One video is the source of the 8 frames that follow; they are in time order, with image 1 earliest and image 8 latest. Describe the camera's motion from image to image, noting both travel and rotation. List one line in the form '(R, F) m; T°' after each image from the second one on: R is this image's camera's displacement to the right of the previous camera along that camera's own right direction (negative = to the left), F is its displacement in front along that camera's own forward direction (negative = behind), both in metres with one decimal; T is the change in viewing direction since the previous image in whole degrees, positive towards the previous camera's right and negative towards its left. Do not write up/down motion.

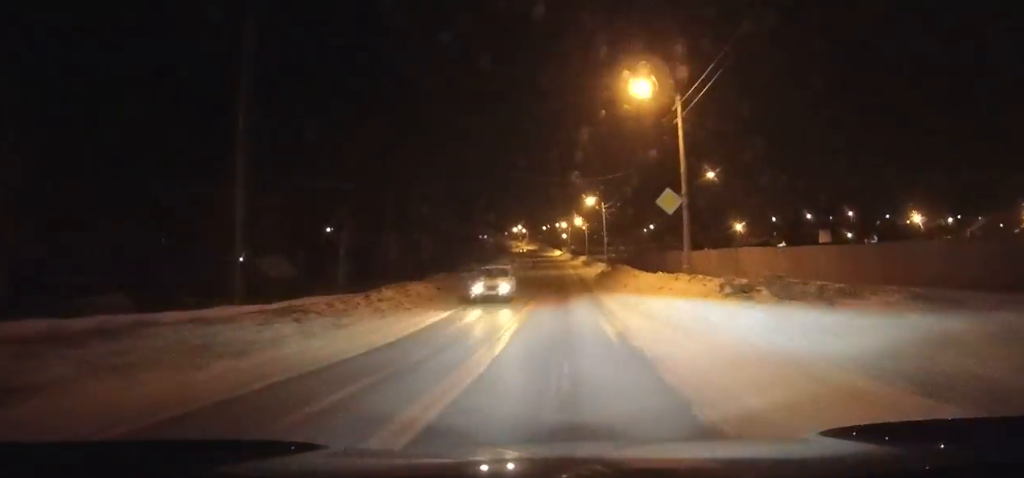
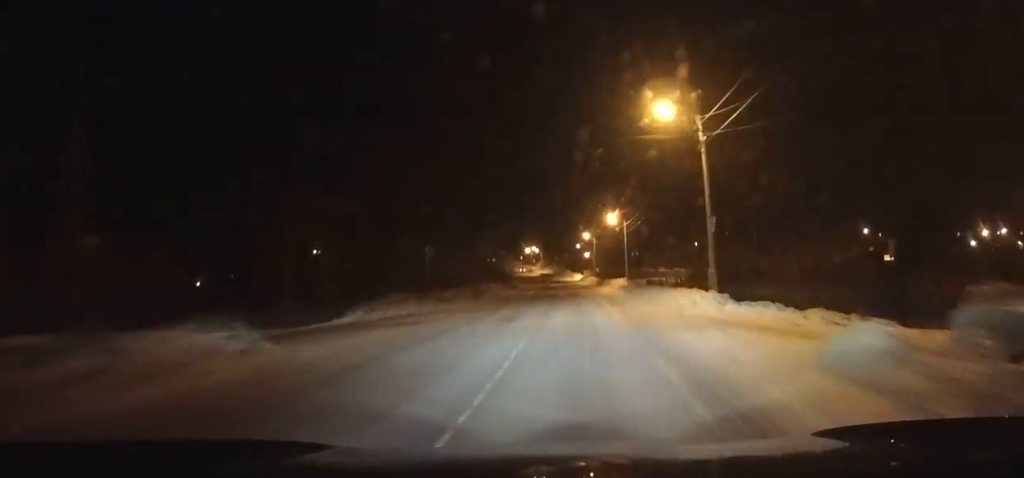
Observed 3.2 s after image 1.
(-0.6, +42.8) m; -1°
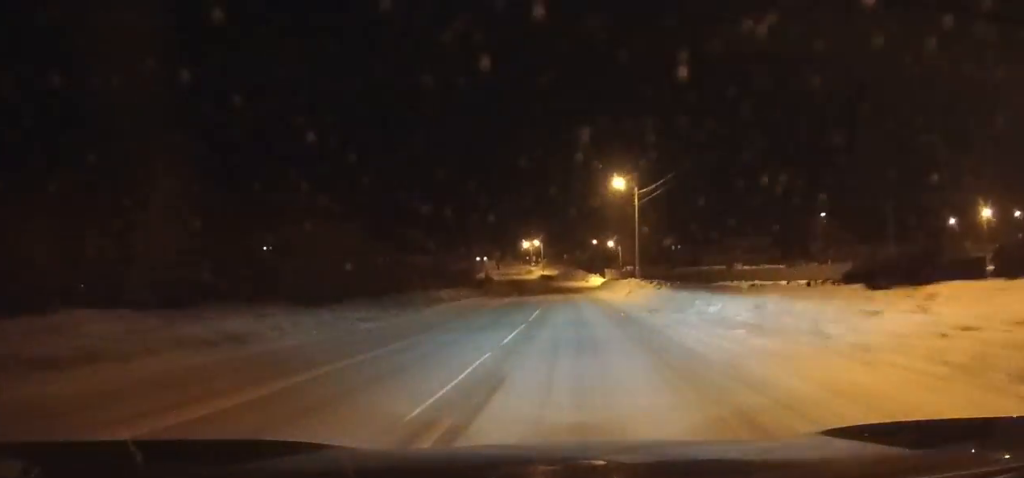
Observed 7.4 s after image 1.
(-0.8, +59.3) m; -2°
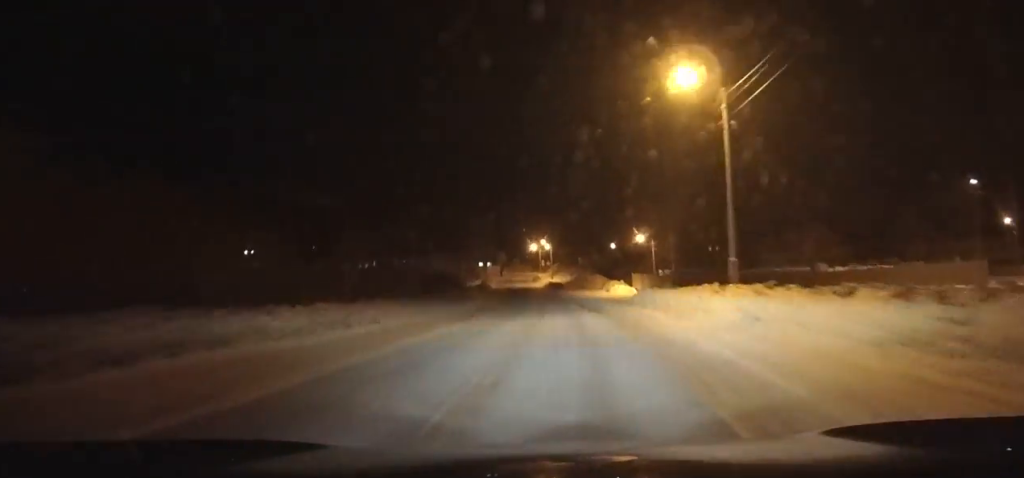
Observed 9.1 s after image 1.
(-0.4, +24.1) m; -1°
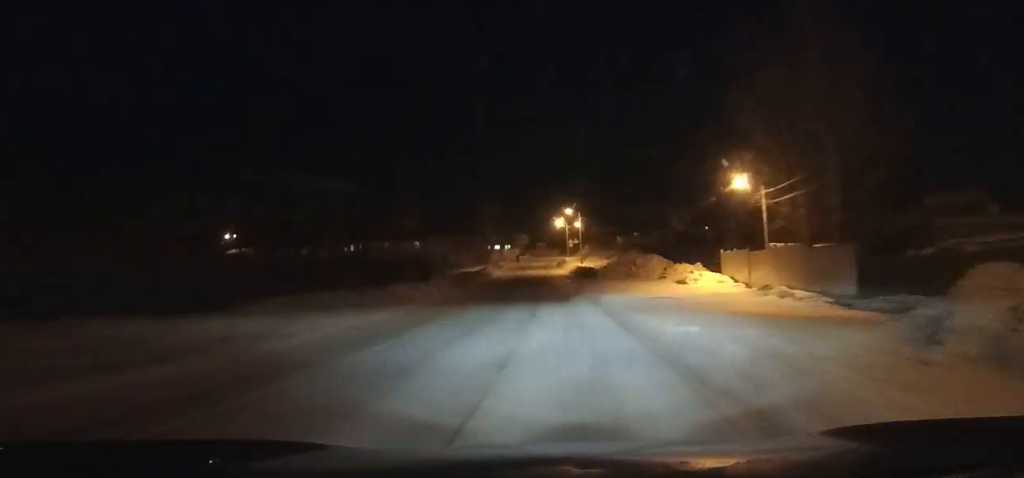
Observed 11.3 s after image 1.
(-0.4, +30.7) m; -2°
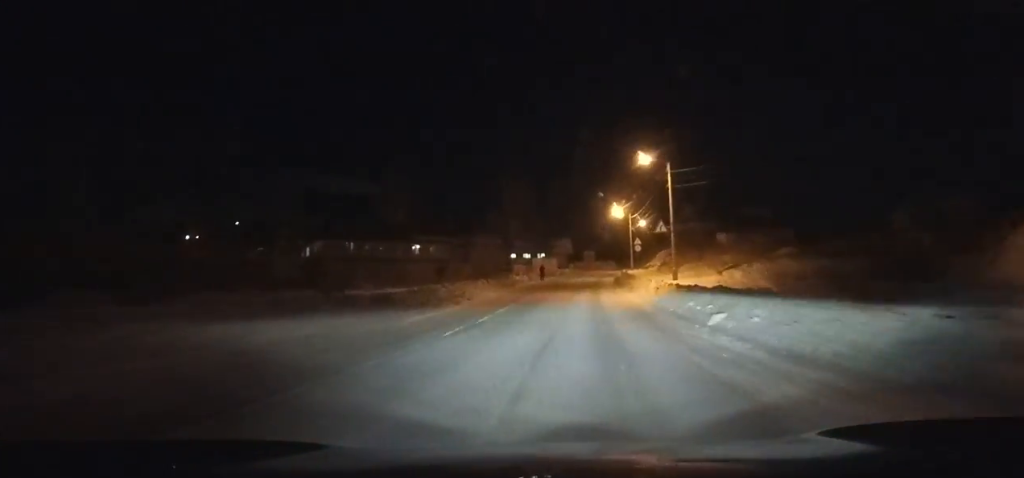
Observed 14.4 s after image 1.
(-1.1, +40.7) m; -2°
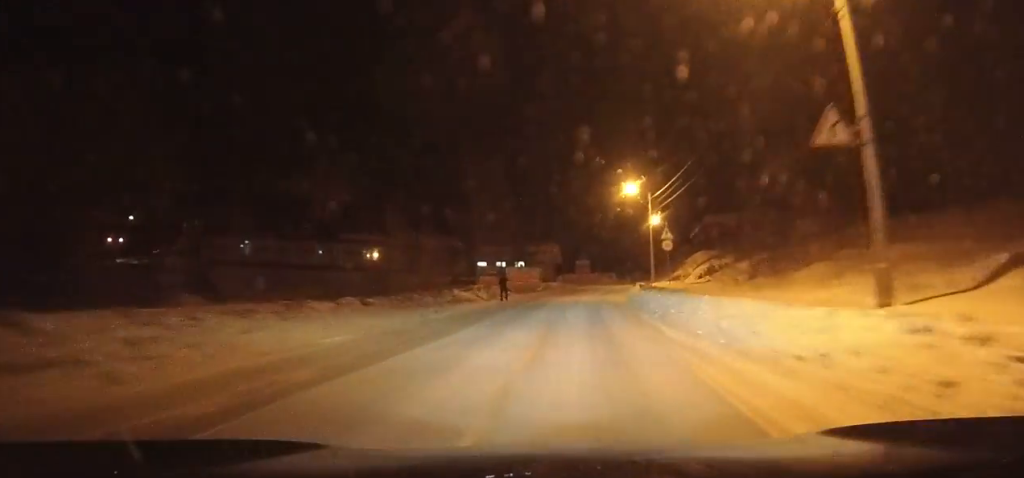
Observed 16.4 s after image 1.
(-0.5, +24.5) m; 0°
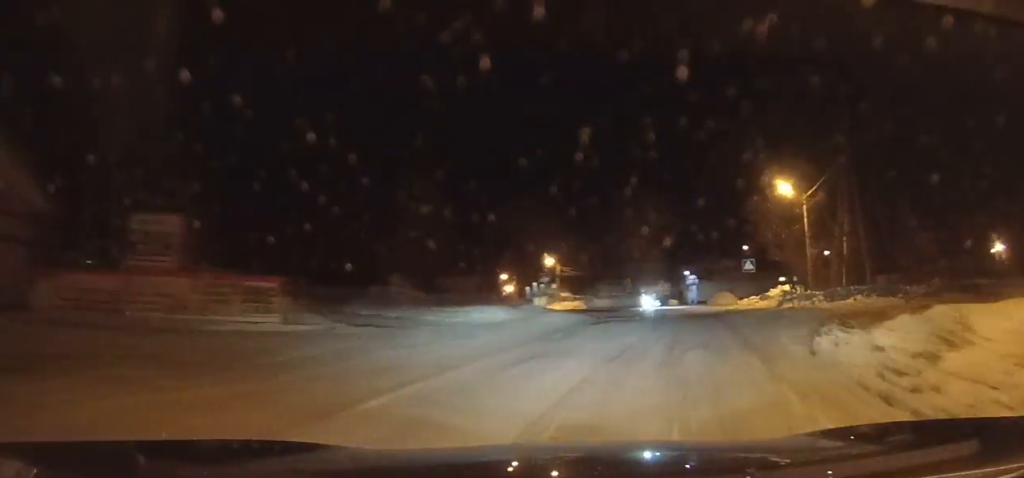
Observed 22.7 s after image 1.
(+6.1, +62.6) m; +17°
